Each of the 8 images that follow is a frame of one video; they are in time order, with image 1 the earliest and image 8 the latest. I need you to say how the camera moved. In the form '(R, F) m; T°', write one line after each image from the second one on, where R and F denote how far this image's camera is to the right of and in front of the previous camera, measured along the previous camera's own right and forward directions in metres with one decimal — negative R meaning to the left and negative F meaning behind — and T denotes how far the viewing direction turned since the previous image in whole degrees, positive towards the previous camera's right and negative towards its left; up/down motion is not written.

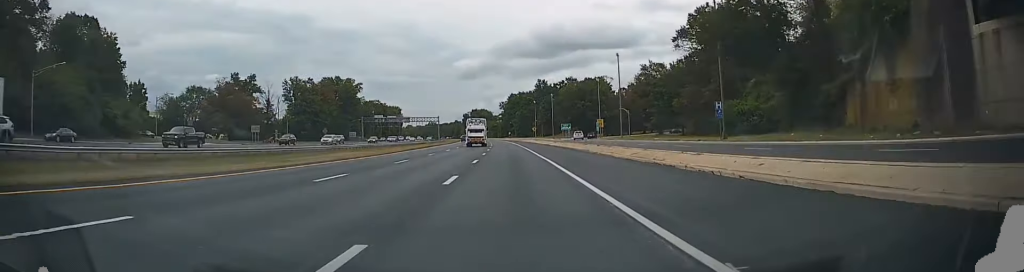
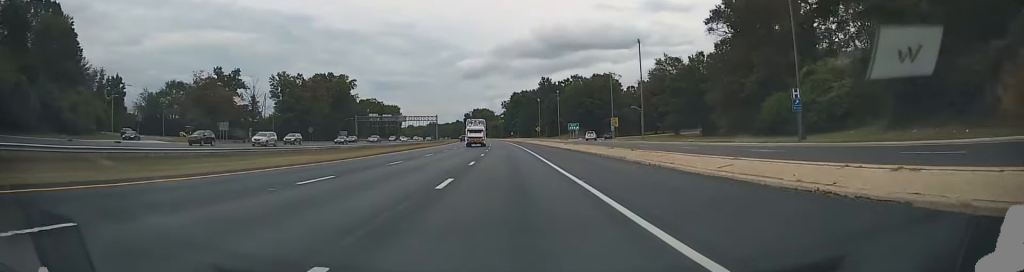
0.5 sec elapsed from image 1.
(+0.1, +13.2) m; -1°
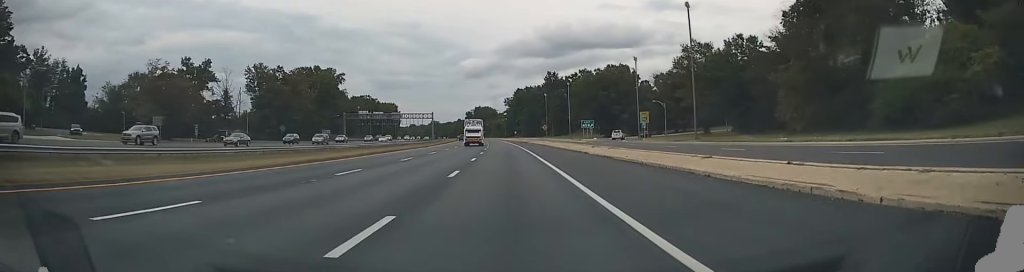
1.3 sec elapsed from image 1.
(-0.5, +20.5) m; -1°
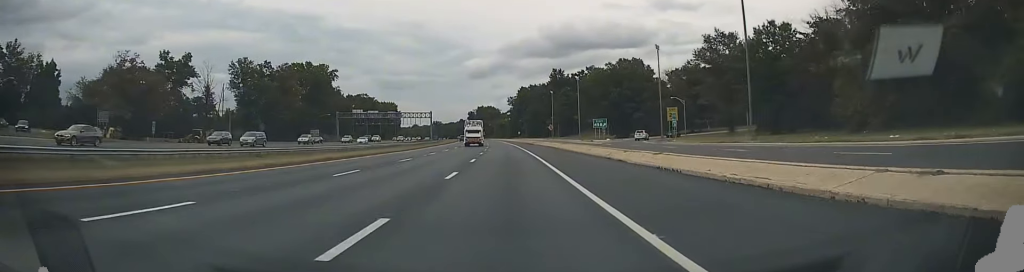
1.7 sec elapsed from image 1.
(0.0, +12.5) m; 0°
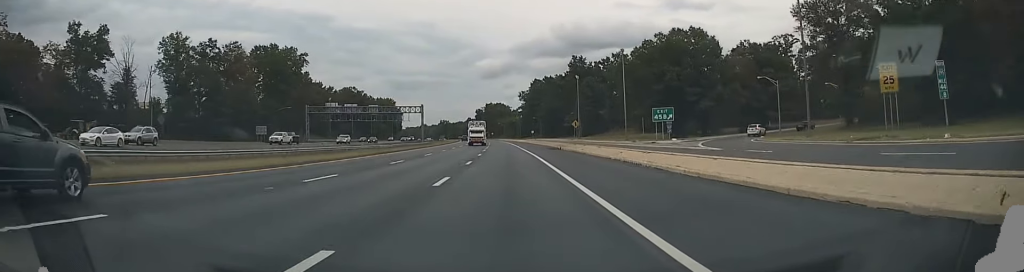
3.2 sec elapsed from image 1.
(+0.1, +39.6) m; -1°
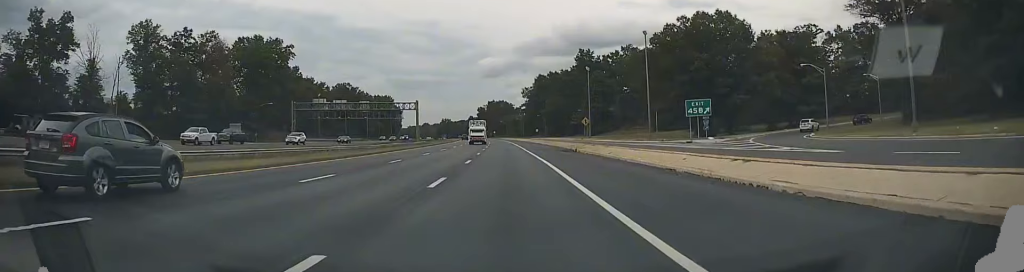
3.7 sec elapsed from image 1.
(0.0, +12.1) m; 0°
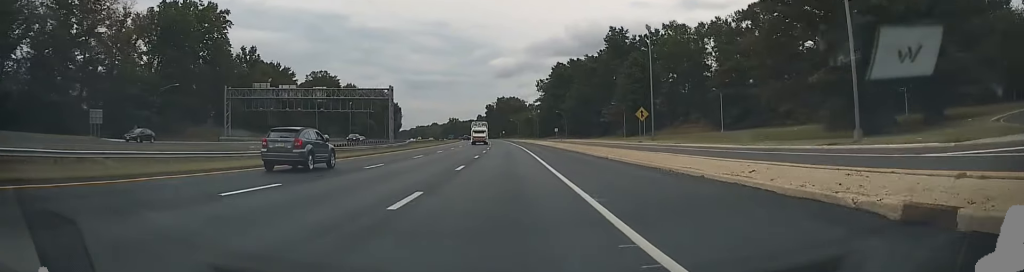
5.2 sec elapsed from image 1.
(-0.5, +41.7) m; -1°
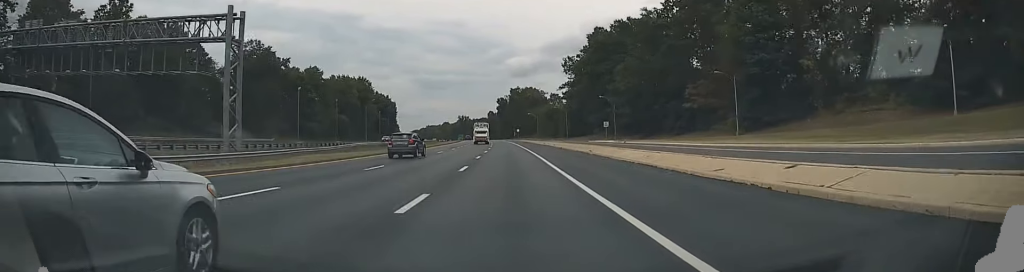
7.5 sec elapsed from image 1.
(-0.8, +61.2) m; -1°
